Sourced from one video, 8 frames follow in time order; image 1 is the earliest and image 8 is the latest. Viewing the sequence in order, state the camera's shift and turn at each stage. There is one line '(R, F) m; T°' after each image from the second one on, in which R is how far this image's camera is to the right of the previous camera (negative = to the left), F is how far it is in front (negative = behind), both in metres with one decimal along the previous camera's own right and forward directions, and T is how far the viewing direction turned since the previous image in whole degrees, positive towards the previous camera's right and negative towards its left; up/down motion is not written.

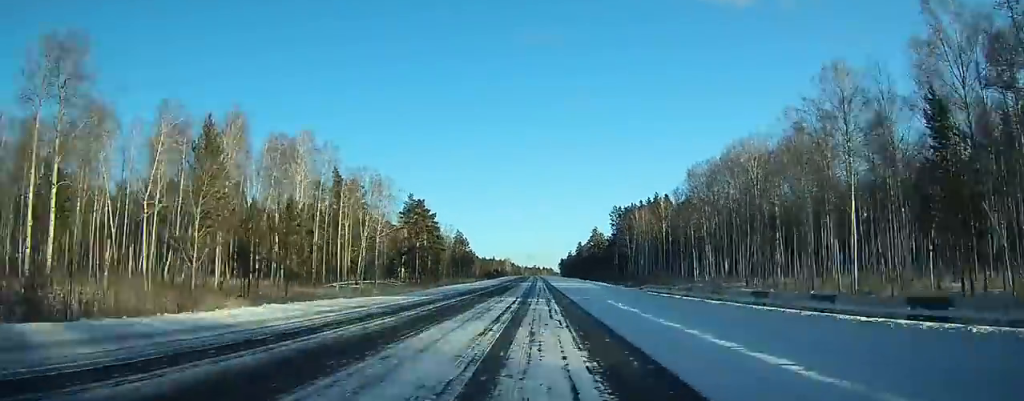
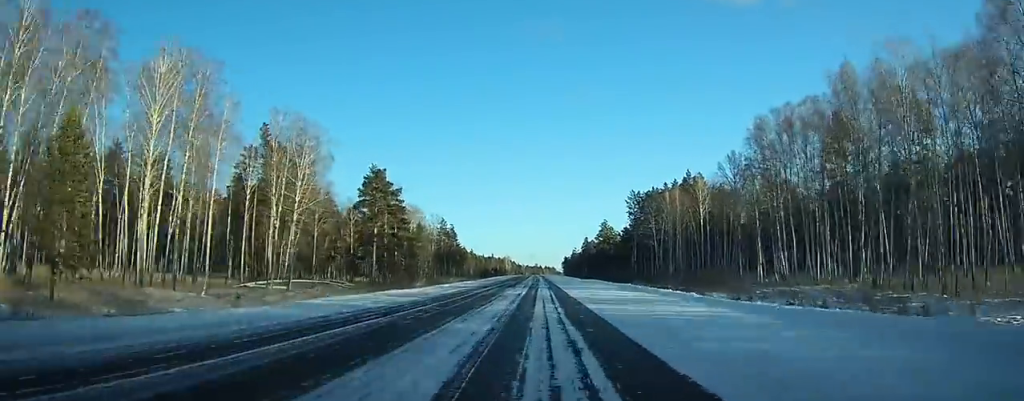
(+0.1, +40.0) m; 0°
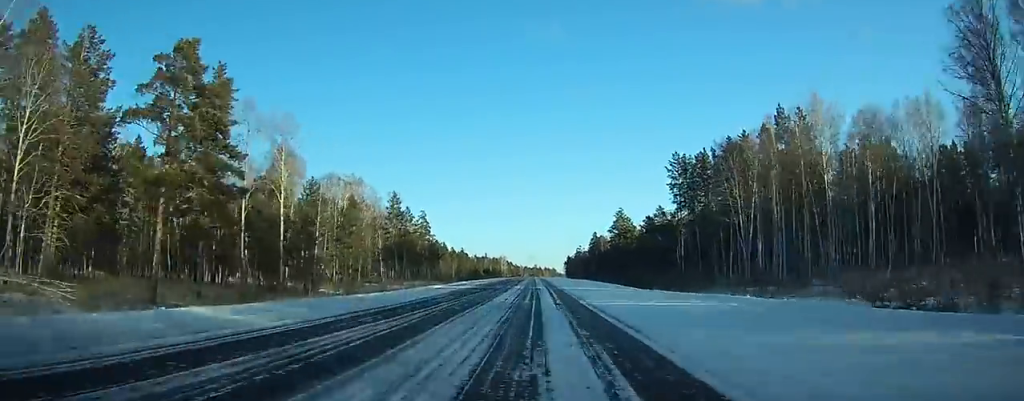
(-0.1, +63.8) m; 0°
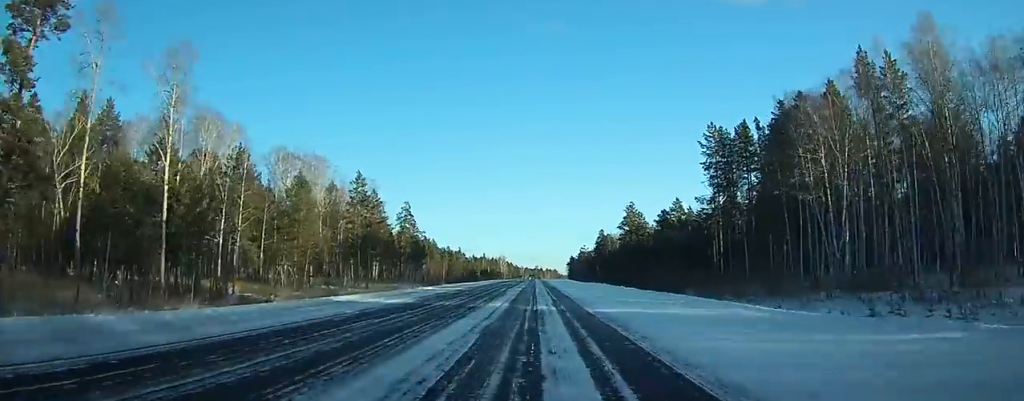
(+0.1, +26.9) m; 0°
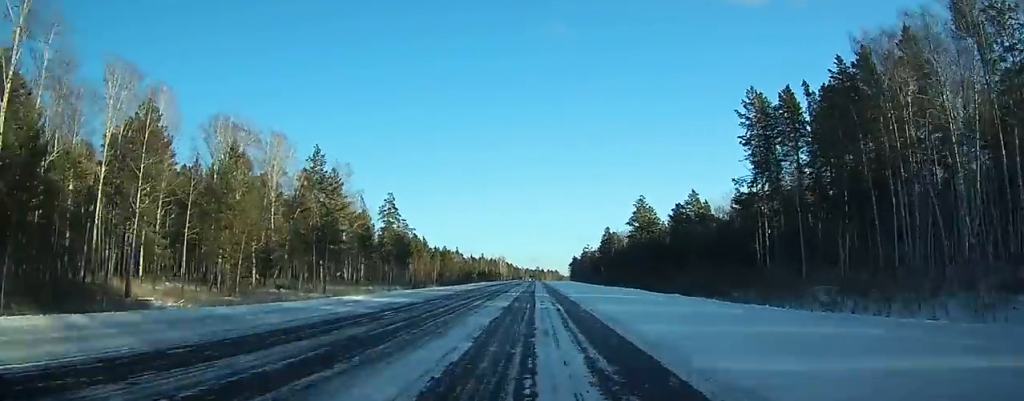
(0.0, +20.4) m; 0°
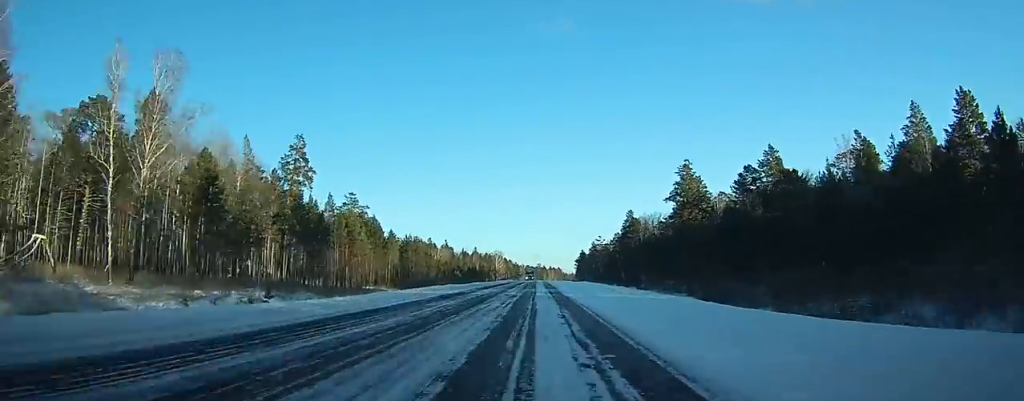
(-0.1, +62.1) m; 0°
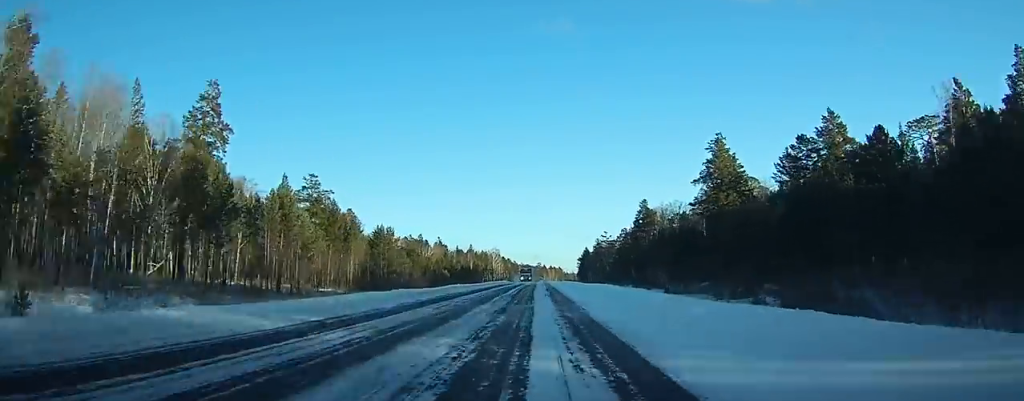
(0.0, +27.6) m; 0°
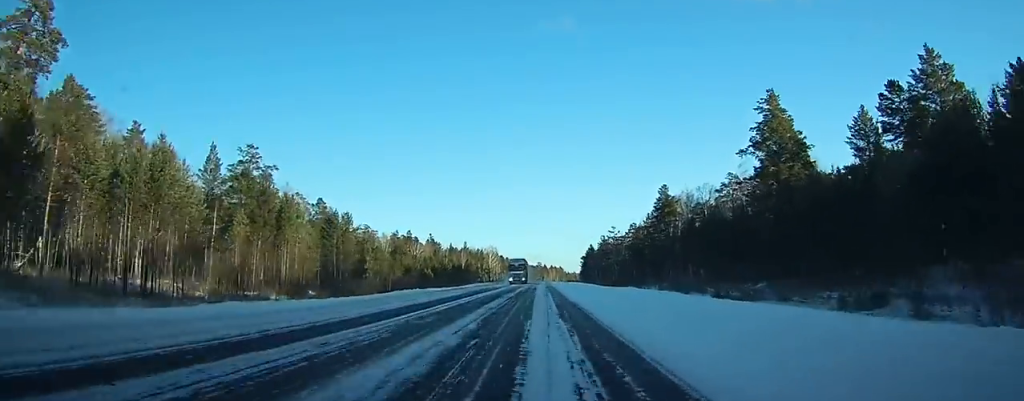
(0.0, +28.9) m; 0°
